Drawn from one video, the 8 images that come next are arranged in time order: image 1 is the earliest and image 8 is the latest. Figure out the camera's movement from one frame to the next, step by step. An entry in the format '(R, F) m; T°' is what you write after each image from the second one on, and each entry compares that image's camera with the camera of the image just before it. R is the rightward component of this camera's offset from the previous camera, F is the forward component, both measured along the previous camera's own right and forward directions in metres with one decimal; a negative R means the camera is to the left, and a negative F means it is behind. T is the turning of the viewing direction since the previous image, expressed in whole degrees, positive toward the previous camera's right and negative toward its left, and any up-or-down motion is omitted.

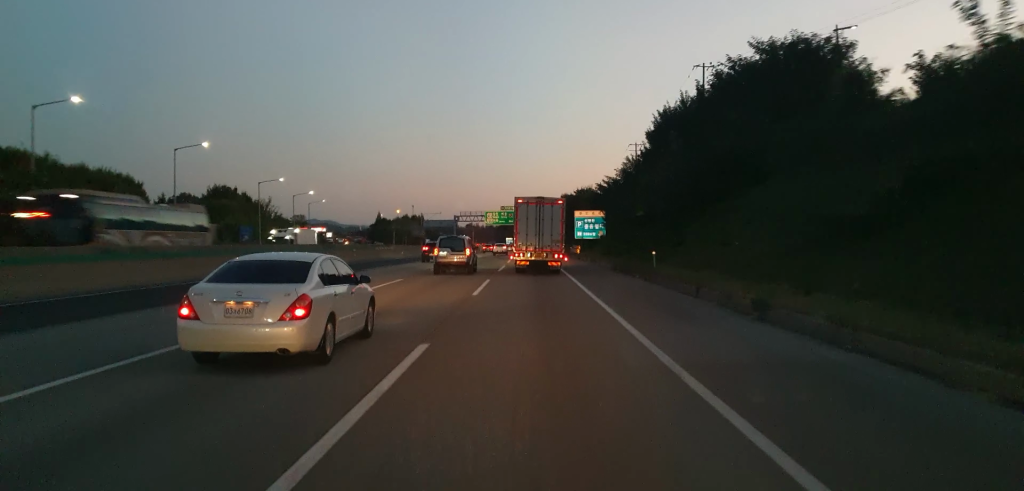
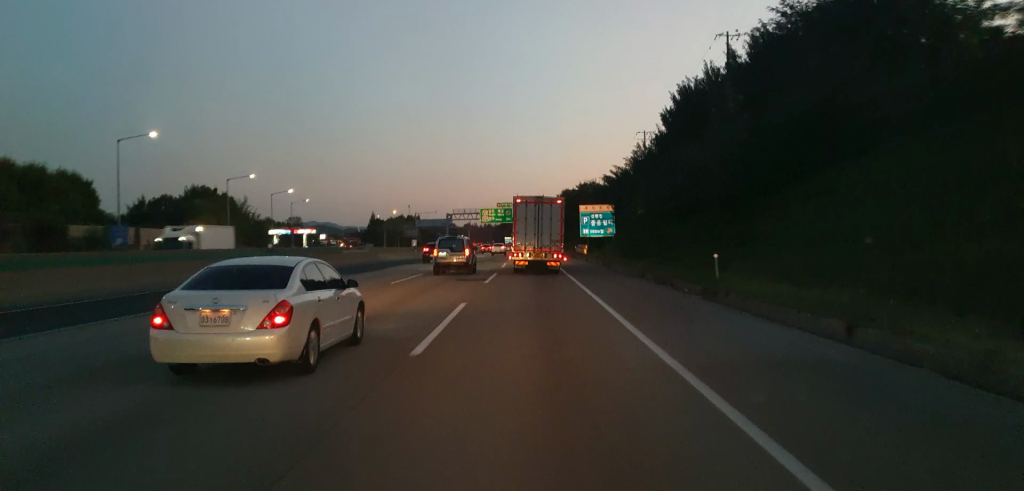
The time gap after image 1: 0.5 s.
(0.0, +12.3) m; 0°
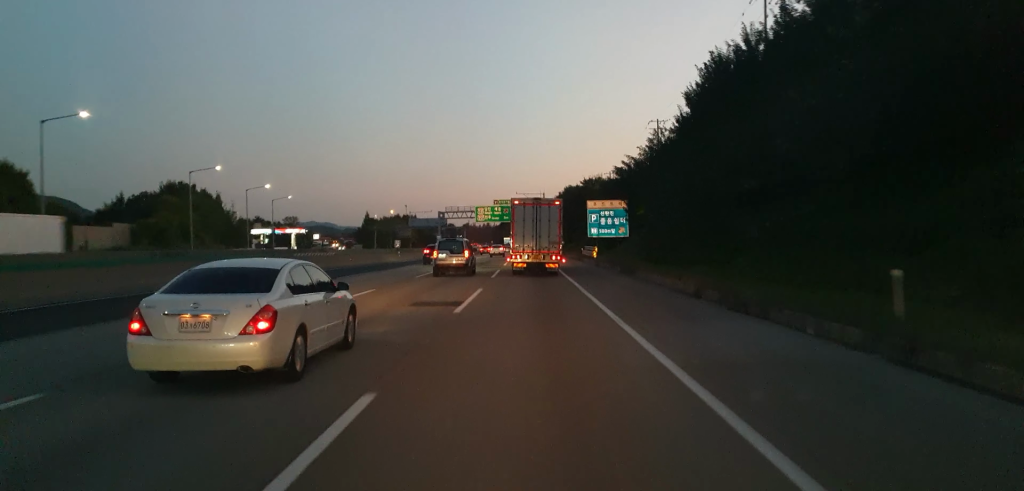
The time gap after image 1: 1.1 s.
(0.0, +12.3) m; 0°
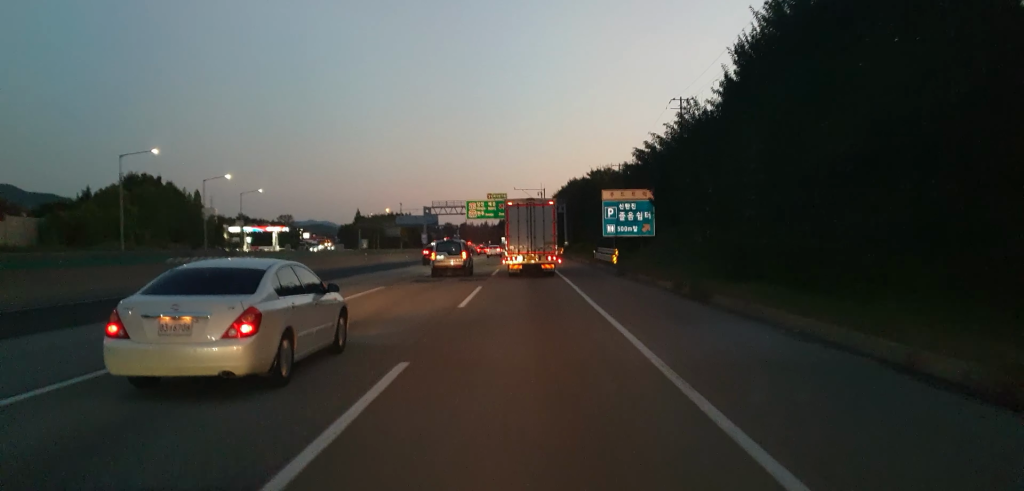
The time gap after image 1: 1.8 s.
(0.0, +16.7) m; 0°
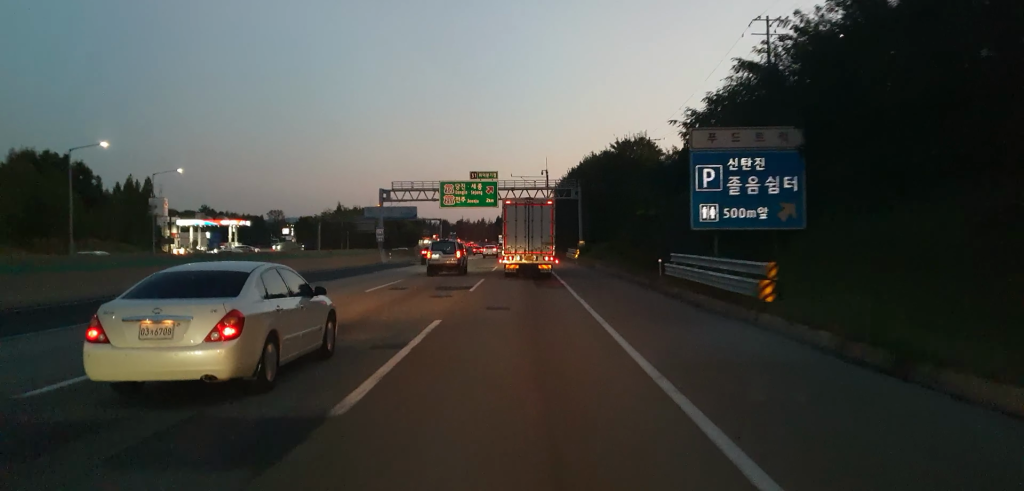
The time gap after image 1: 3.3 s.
(+0.1, +33.0) m; 0°
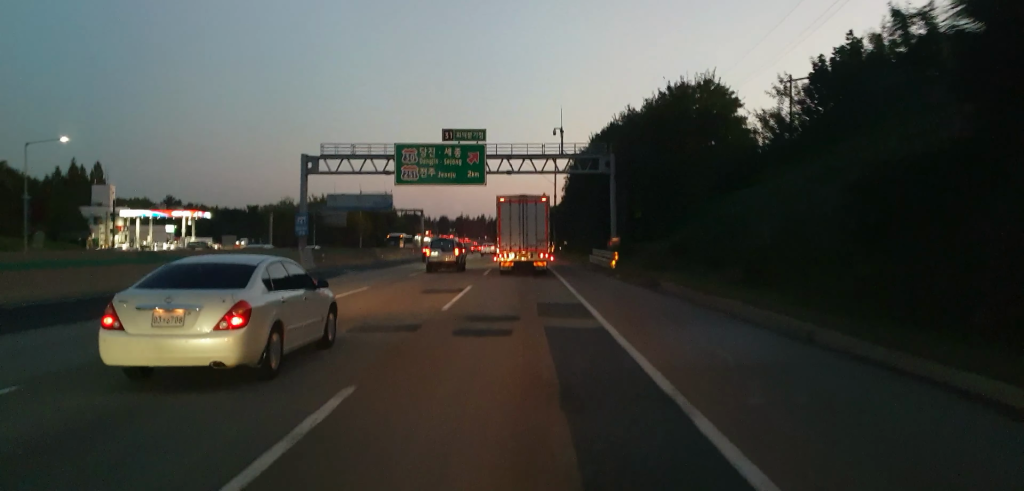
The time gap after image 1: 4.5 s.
(-0.1, +28.2) m; 0°
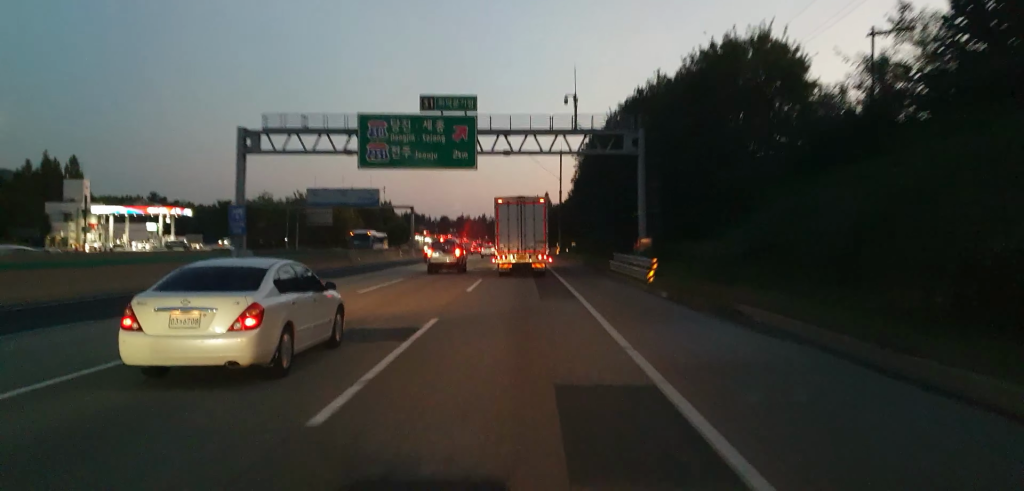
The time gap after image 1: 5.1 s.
(+0.2, +11.8) m; -1°
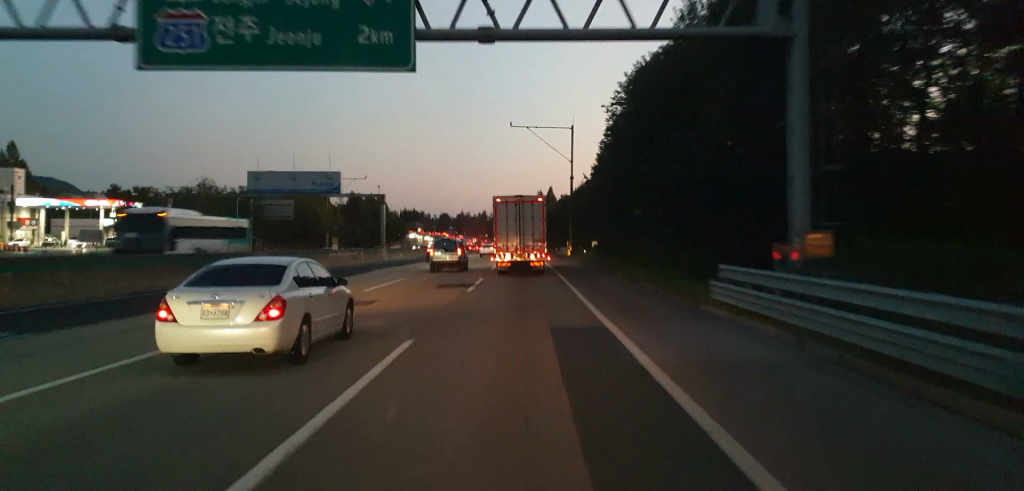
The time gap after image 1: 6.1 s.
(-0.5, +22.7) m; -1°
